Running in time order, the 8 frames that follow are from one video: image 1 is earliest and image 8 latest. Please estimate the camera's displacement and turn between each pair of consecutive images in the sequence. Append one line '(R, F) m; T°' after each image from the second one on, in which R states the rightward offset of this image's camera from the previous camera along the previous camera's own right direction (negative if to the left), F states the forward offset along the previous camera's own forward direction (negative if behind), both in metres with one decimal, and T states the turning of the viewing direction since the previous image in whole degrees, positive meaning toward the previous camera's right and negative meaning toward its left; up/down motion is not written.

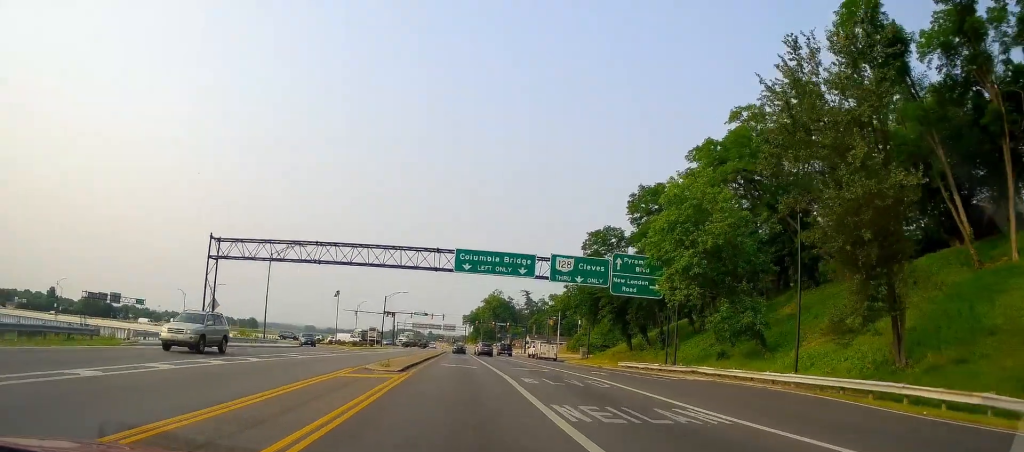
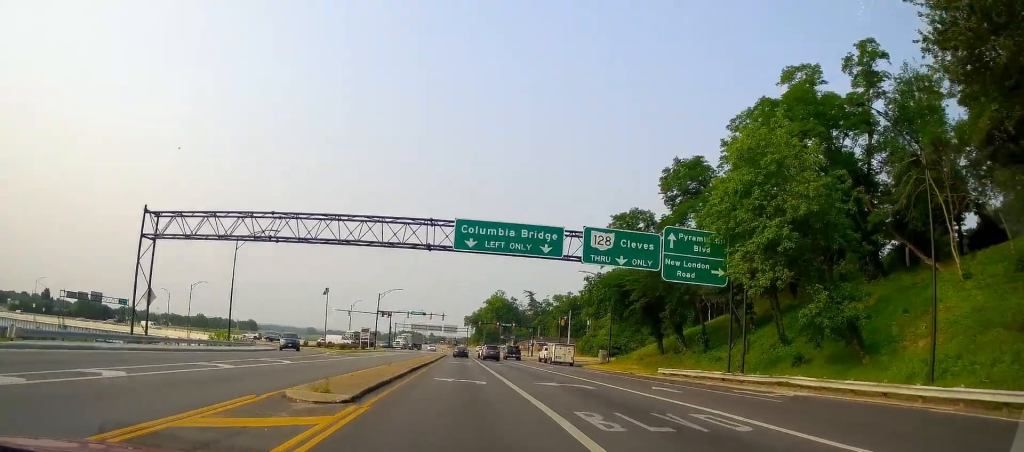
(+0.3, +9.8) m; 0°
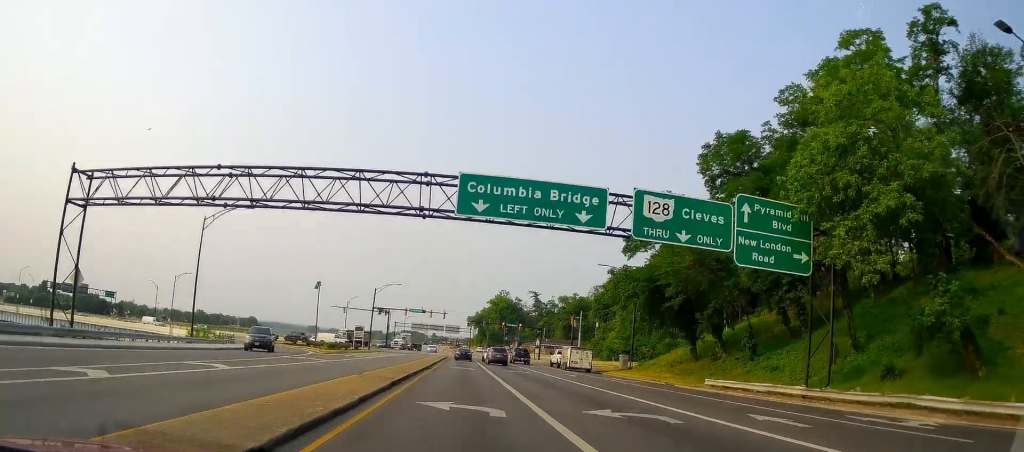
(0.0, +7.7) m; +1°
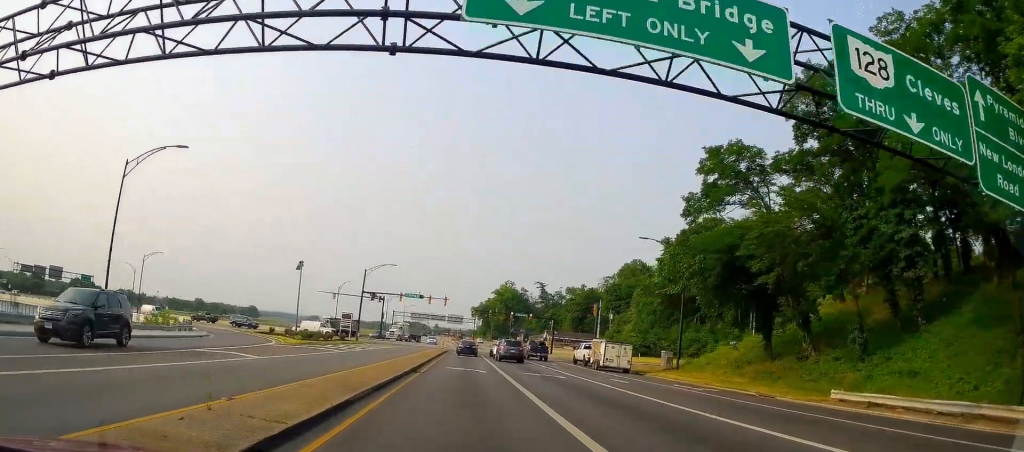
(-0.1, +12.0) m; +2°
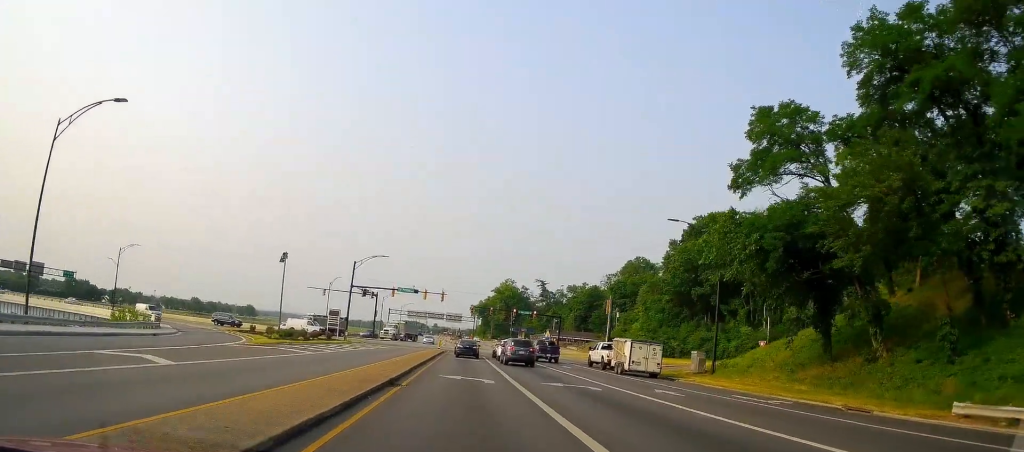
(+0.5, +6.7) m; 0°
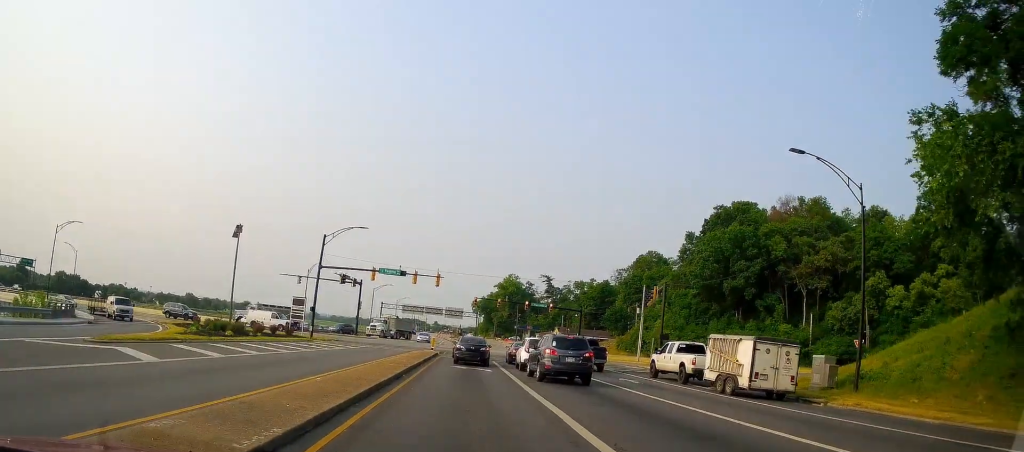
(-0.7, +15.5) m; -4°
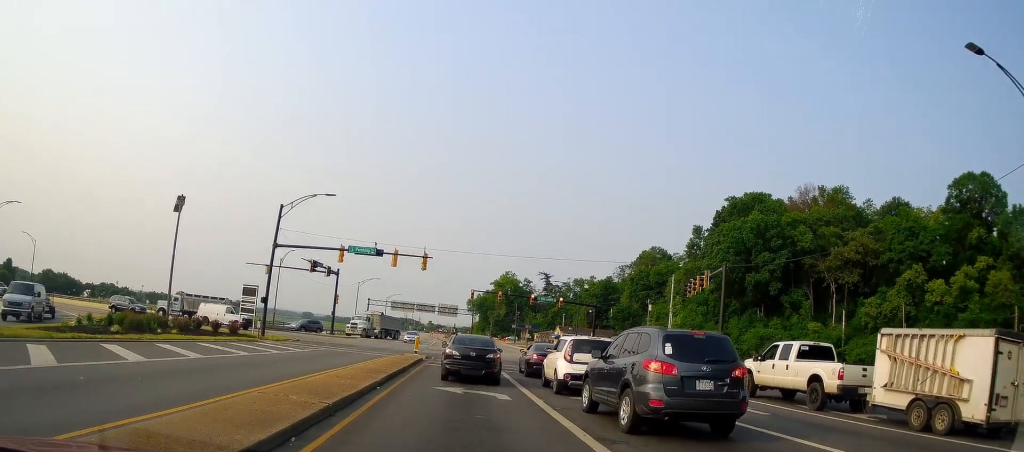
(0.0, +12.3) m; 0°
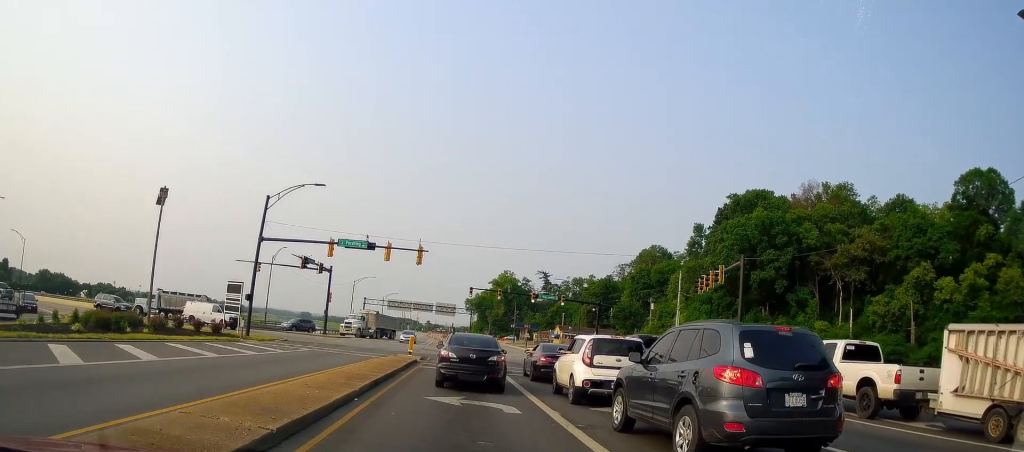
(0.0, +3.2) m; 0°
